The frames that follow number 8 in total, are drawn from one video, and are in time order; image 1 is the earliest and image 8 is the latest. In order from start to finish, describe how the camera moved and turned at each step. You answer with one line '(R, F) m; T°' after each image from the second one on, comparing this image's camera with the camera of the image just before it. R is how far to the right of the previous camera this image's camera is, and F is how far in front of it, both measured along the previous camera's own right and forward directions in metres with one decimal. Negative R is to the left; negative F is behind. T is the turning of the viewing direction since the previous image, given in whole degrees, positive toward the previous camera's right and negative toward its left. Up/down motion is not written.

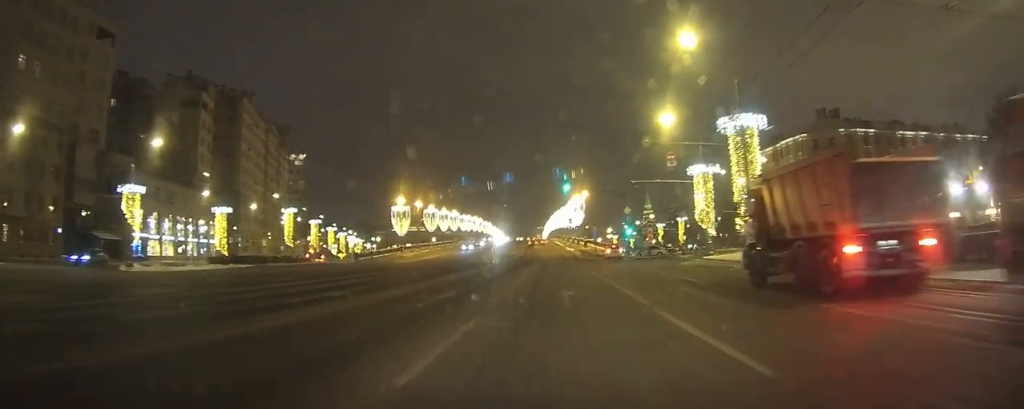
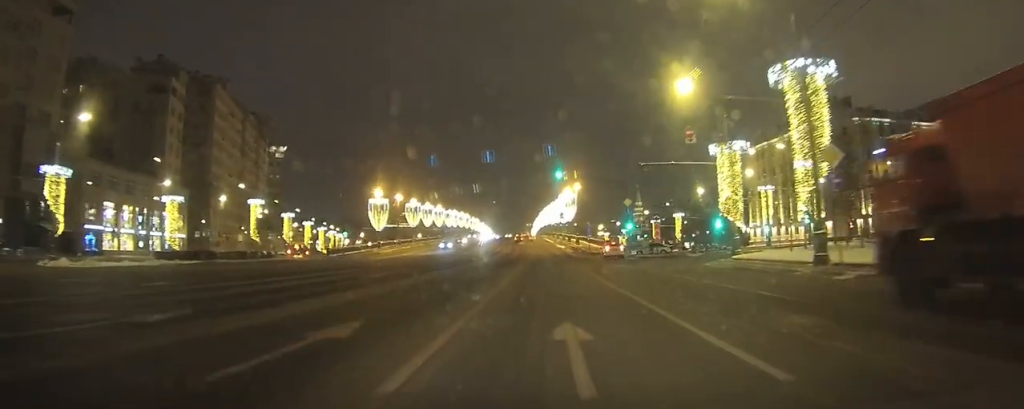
(+0.1, +8.7) m; +1°
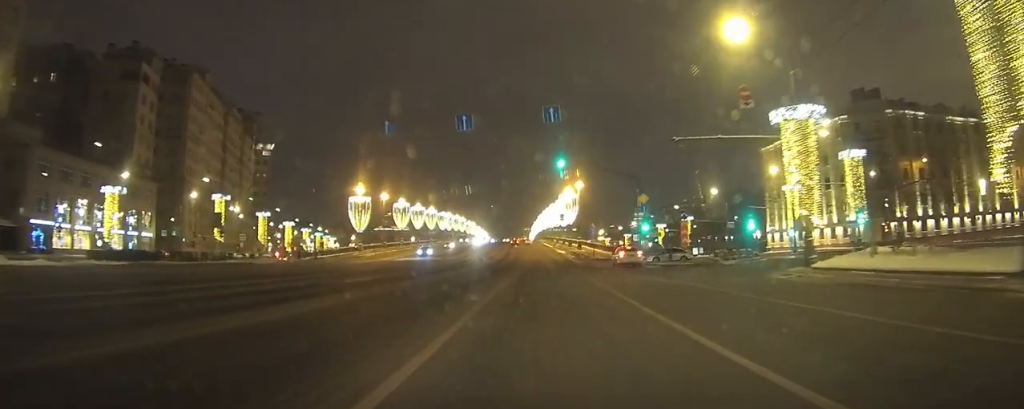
(0.0, +10.6) m; 0°
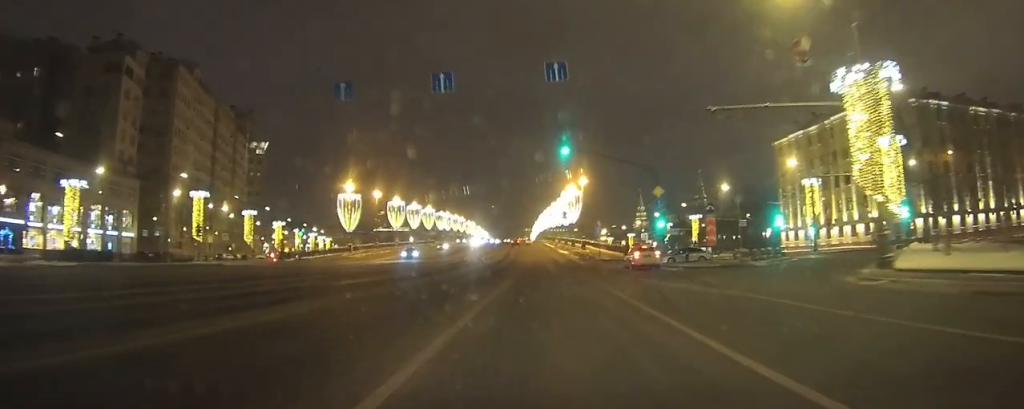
(0.0, +6.1) m; -1°
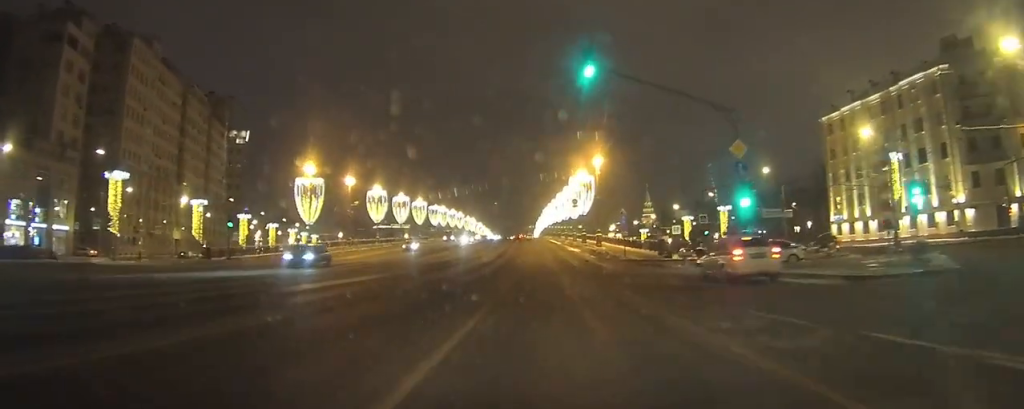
(-0.2, +18.0) m; 0°
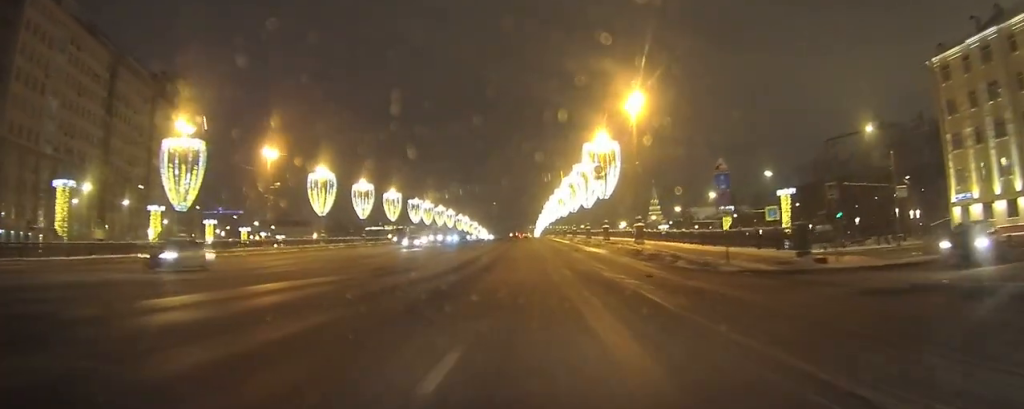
(+0.3, +28.6) m; +1°
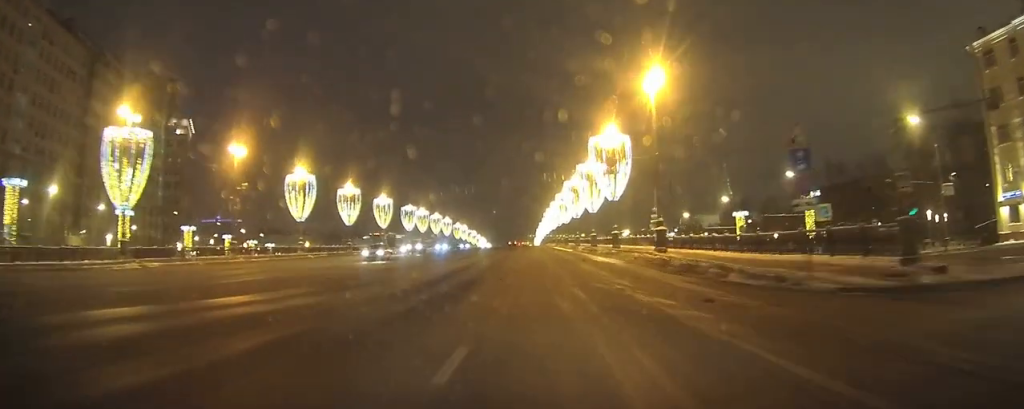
(0.0, +7.6) m; 0°
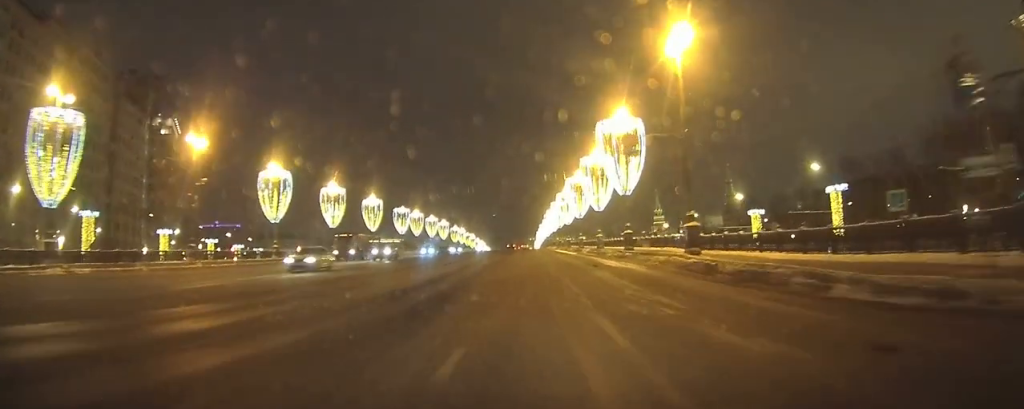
(0.0, +7.5) m; 0°
